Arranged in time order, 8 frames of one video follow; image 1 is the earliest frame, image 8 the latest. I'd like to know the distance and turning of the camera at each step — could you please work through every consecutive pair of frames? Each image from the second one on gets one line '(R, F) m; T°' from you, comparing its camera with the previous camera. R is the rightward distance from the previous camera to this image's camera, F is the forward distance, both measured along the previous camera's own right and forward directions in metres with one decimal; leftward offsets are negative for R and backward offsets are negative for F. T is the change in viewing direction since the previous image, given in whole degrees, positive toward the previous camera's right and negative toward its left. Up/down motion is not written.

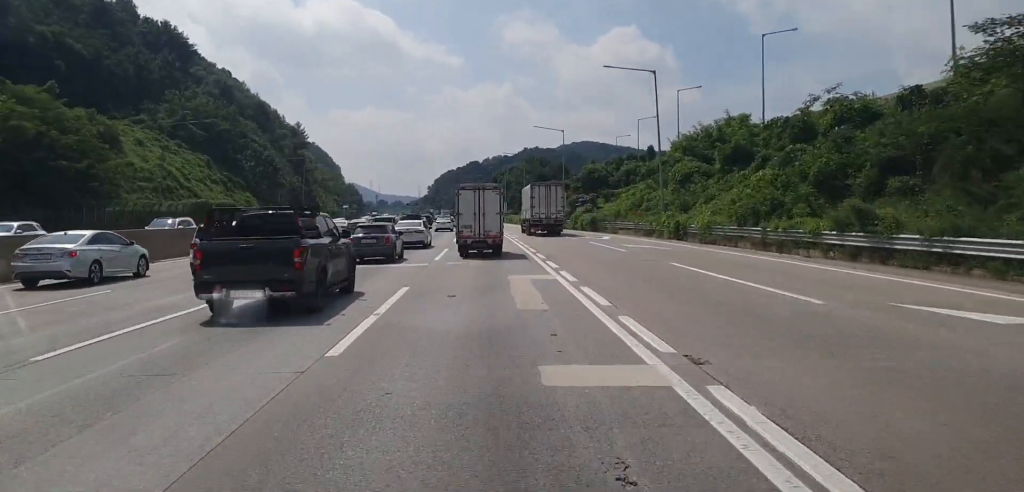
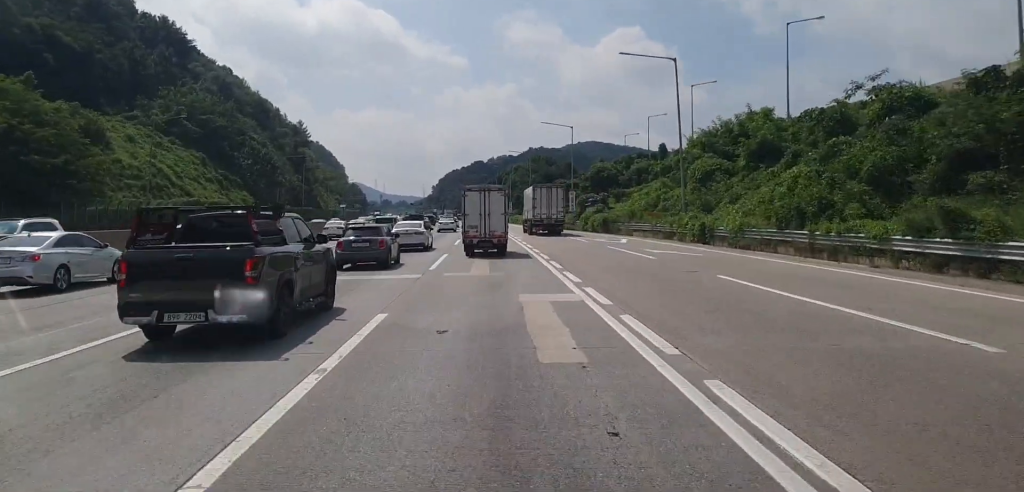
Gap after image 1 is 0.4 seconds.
(+0.2, +4.7) m; 0°
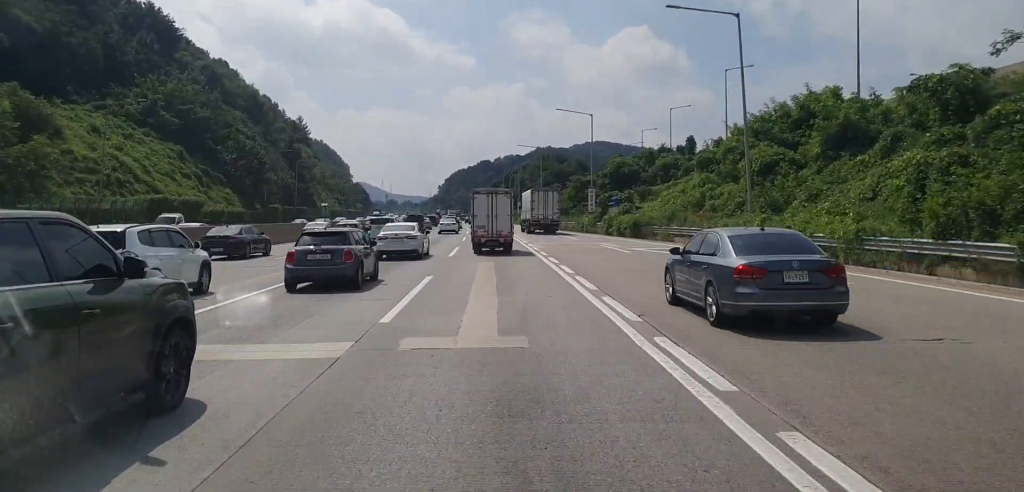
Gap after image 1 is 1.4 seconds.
(-0.3, +11.7) m; -2°
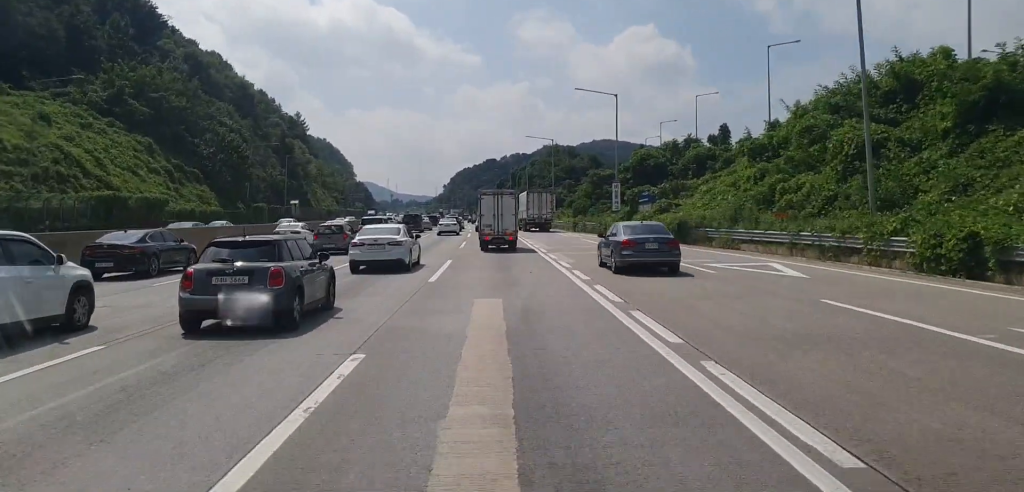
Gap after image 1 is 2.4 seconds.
(-0.1, +12.2) m; 0°
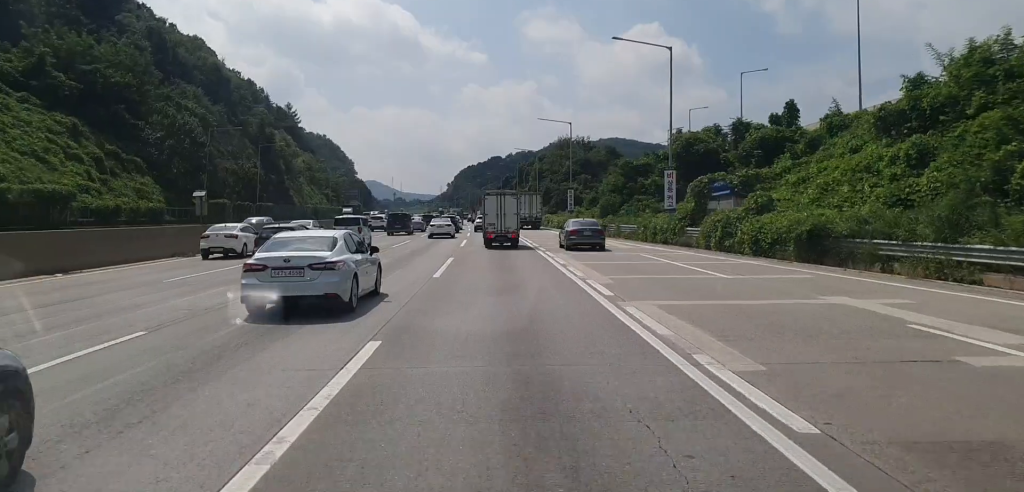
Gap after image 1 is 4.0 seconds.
(-0.4, +18.7) m; -2°
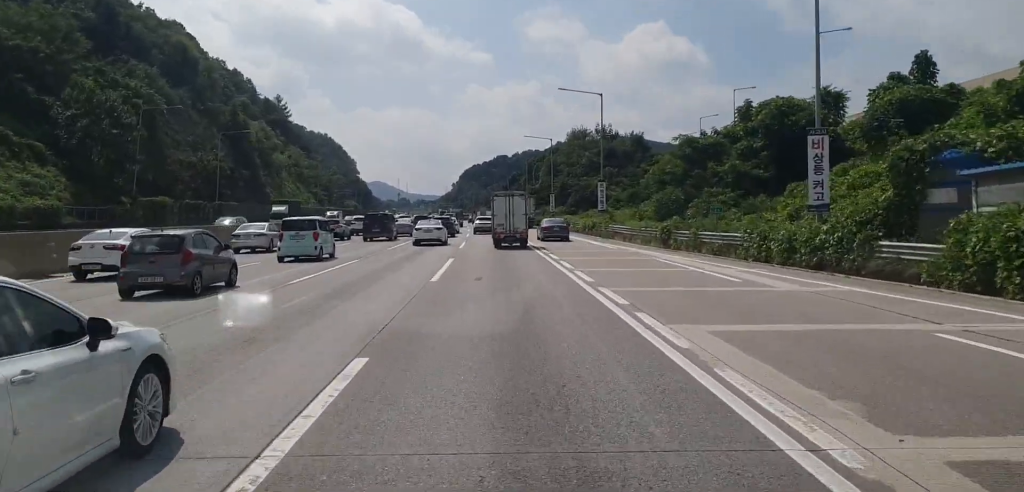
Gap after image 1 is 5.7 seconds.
(+0.3, +20.9) m; +2°
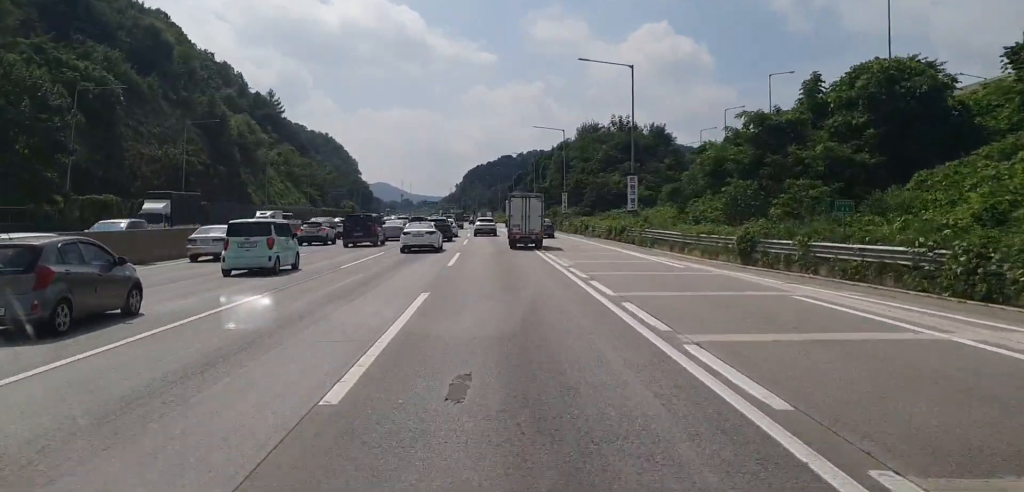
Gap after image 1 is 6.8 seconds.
(-0.1, +12.9) m; -1°
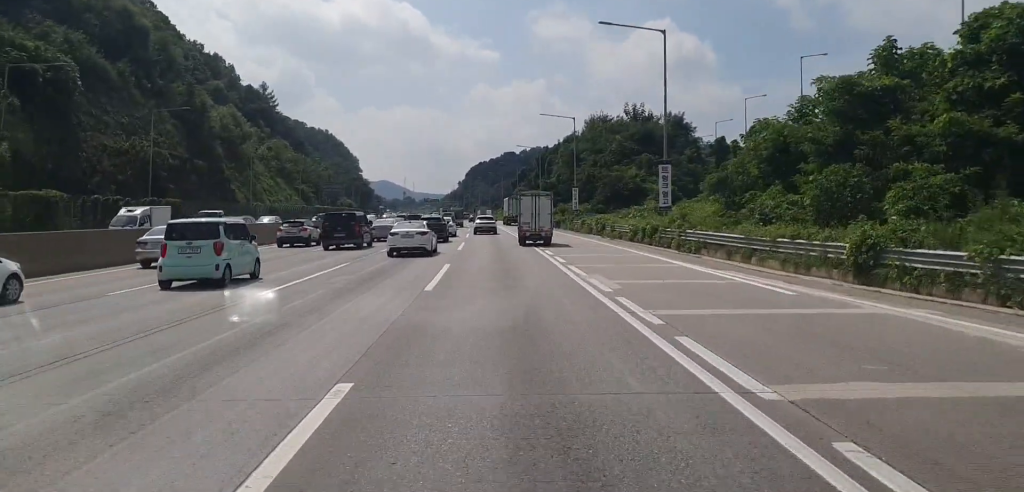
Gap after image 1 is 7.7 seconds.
(-0.2, +9.5) m; -1°
